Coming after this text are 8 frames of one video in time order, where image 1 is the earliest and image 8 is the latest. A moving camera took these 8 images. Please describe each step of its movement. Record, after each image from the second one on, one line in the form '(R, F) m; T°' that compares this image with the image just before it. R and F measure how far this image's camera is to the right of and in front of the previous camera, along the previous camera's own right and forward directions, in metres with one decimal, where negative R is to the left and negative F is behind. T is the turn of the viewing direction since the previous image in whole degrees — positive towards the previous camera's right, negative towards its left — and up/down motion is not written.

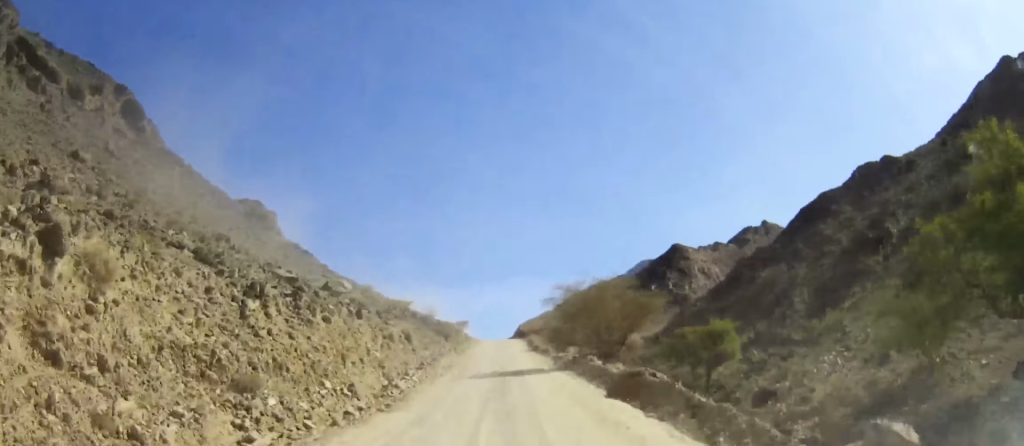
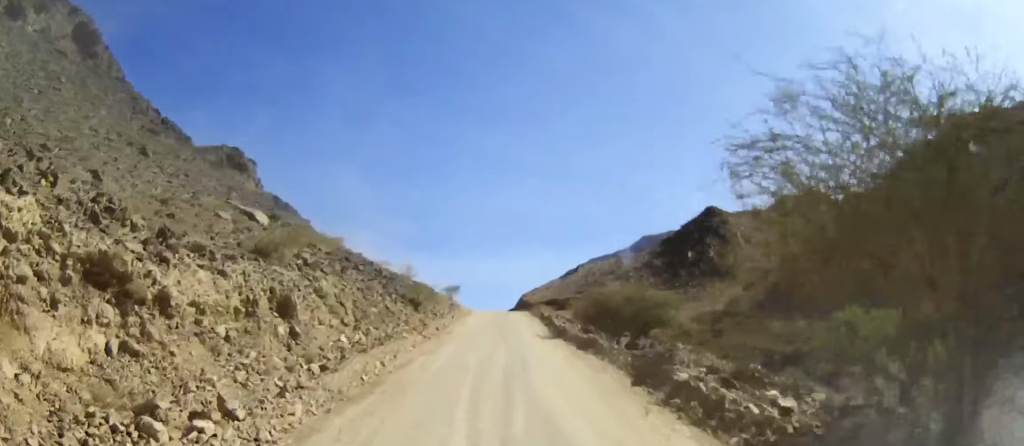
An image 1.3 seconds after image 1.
(-0.1, +22.7) m; -1°
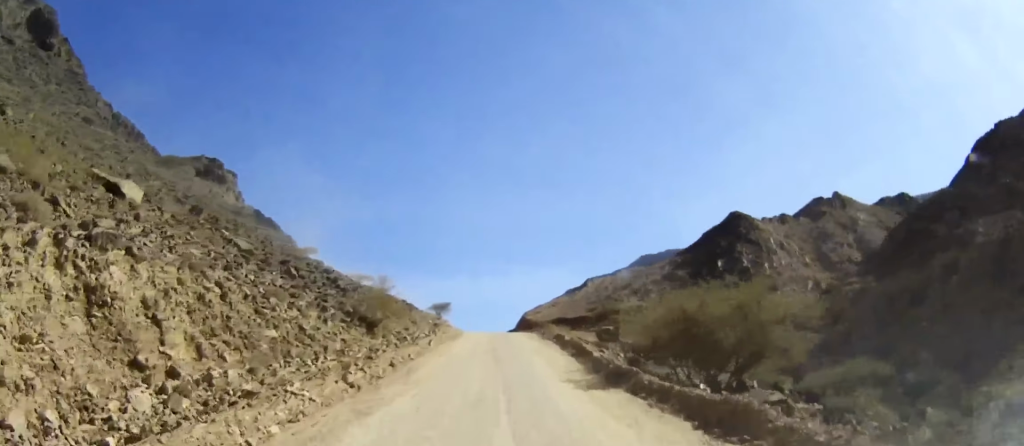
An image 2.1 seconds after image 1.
(0.0, +14.6) m; 0°
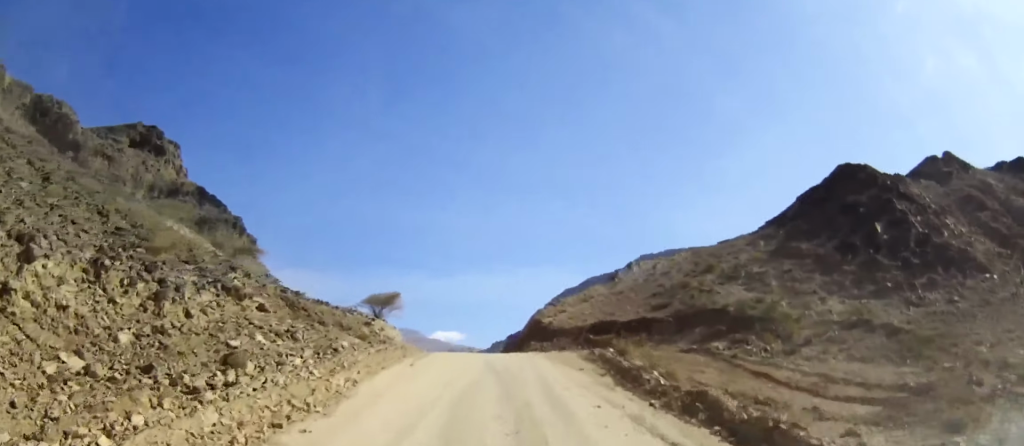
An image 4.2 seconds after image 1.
(+0.1, +38.6) m; 0°
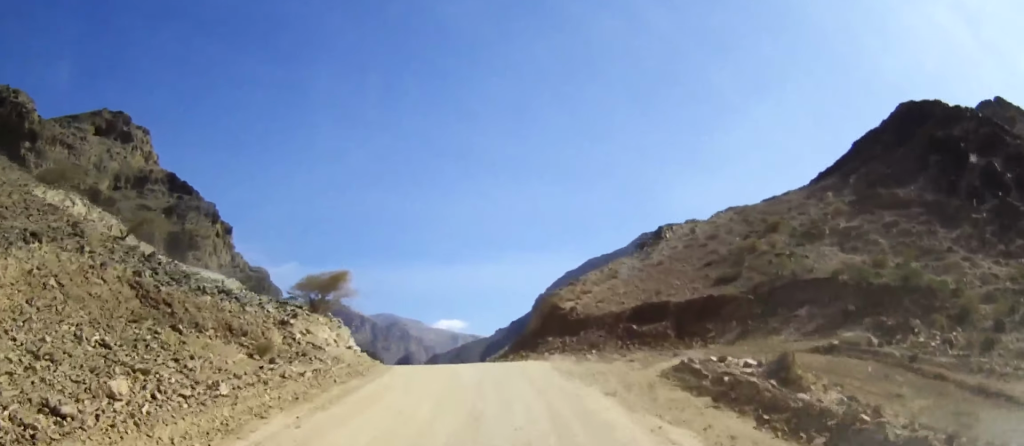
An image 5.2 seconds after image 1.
(0.0, +14.5) m; 0°
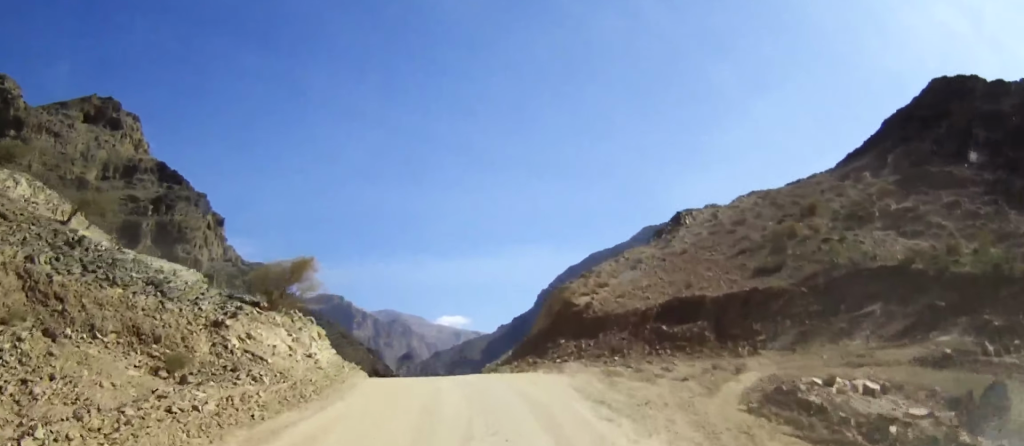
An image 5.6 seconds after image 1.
(0.0, +6.2) m; 0°
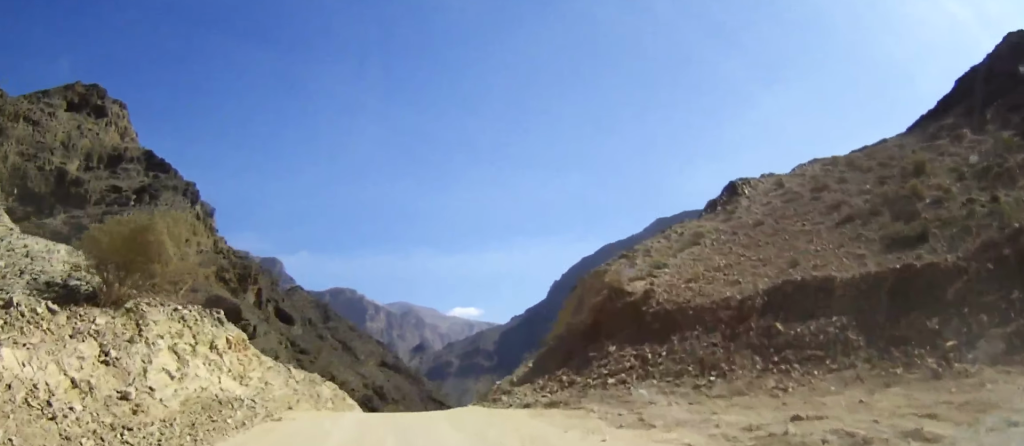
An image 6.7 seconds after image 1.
(-0.2, +11.5) m; -2°
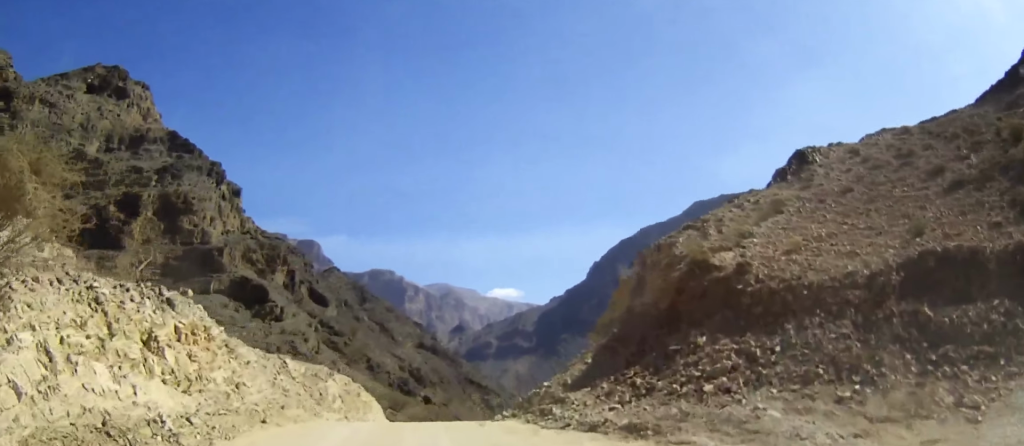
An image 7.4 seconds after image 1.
(-0.1, +5.3) m; -3°
